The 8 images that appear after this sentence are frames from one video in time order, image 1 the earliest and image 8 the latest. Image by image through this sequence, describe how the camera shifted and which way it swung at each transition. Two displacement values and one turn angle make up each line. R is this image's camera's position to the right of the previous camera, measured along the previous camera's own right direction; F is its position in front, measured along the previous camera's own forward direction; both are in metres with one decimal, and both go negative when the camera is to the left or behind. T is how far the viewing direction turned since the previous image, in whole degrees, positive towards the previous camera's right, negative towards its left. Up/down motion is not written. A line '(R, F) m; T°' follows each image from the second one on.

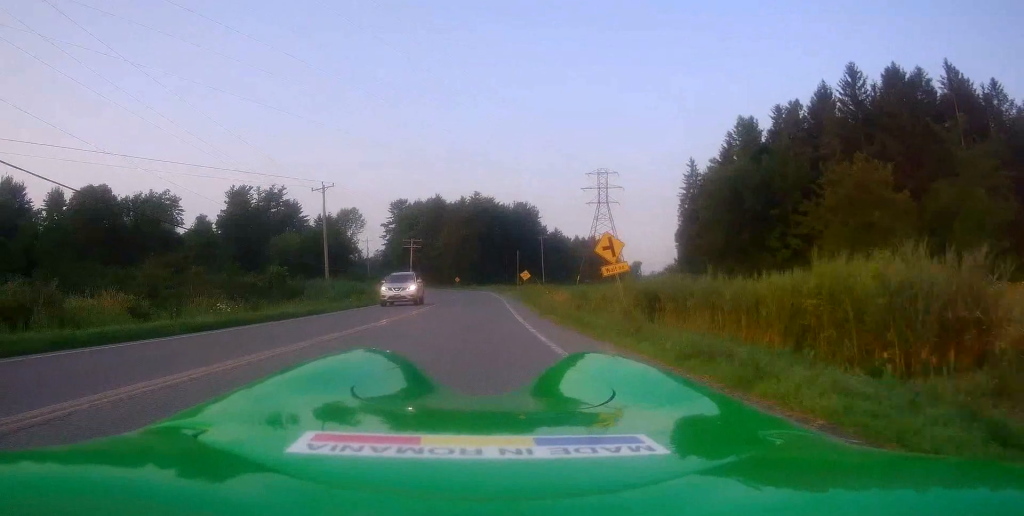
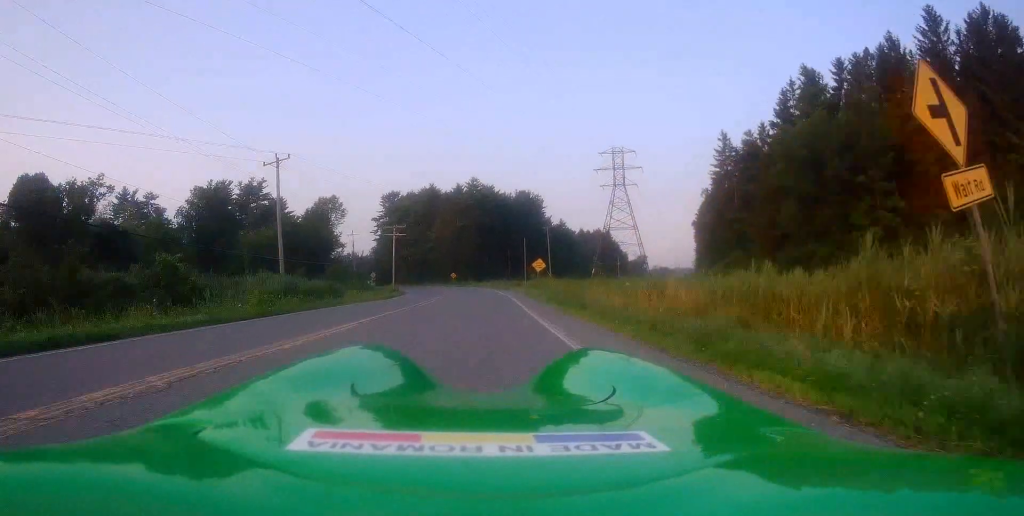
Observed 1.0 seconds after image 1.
(+0.3, +14.6) m; +2°
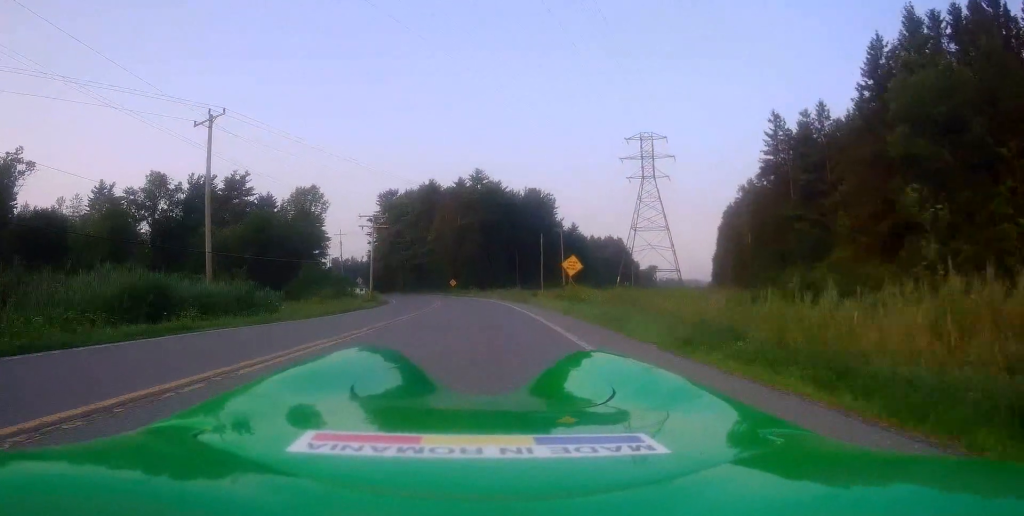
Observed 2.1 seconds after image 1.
(+0.1, +14.6) m; -1°
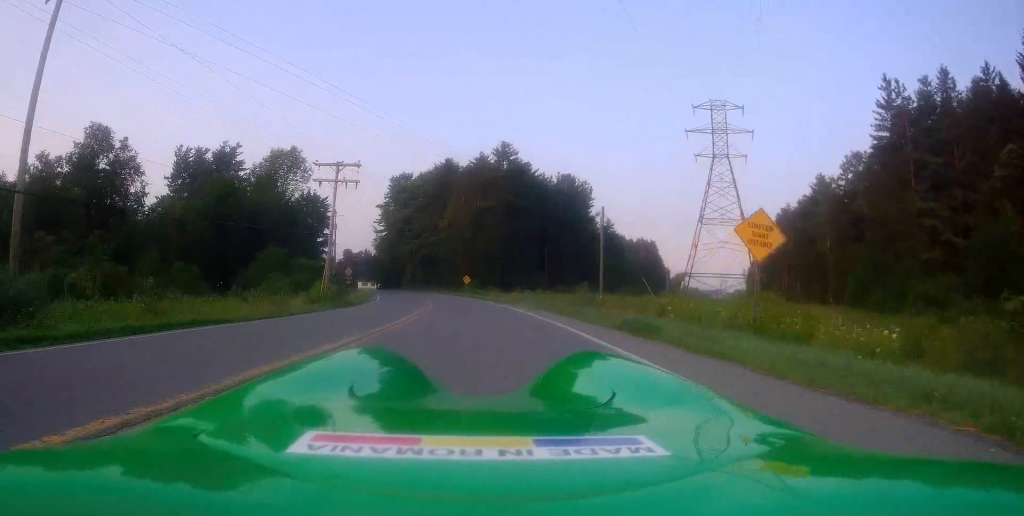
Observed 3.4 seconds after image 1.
(-0.6, +18.5) m; -3°
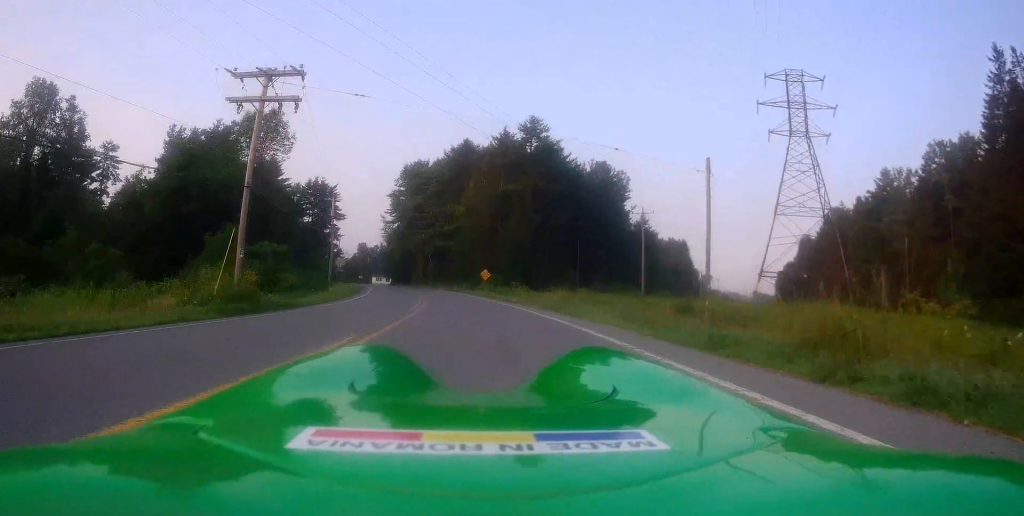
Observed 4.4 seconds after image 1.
(-0.2, +13.1) m; 0°
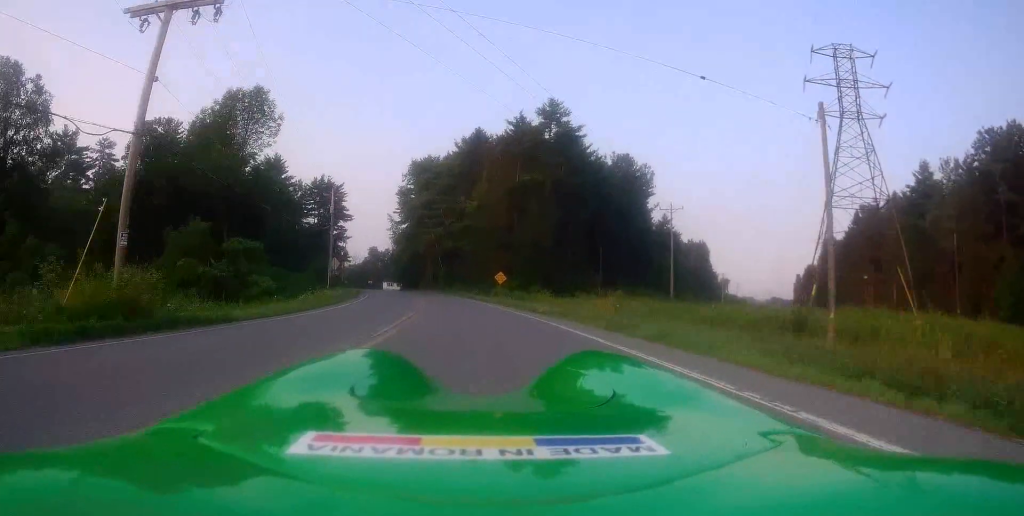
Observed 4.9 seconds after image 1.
(+0.3, +6.8) m; -1°
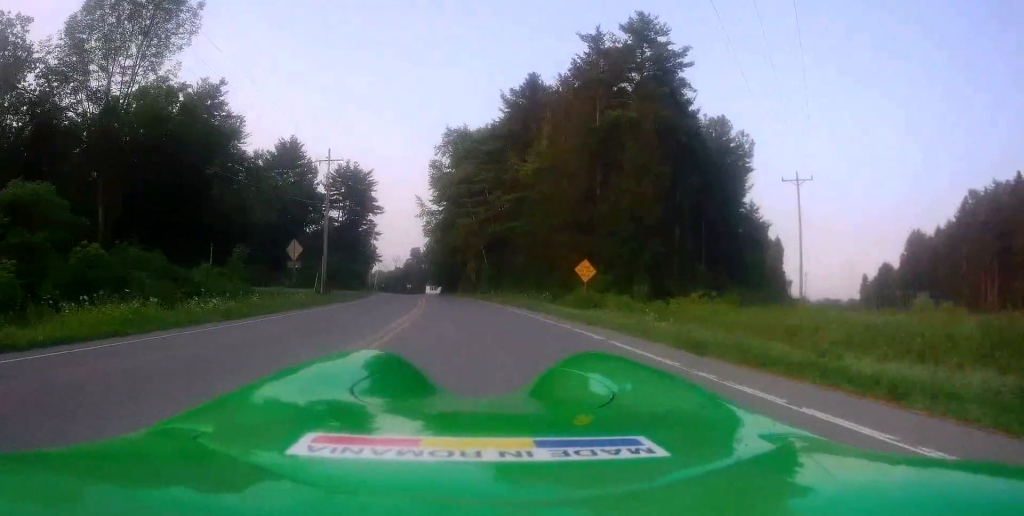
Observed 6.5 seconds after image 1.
(-1.3, +21.4) m; -6°
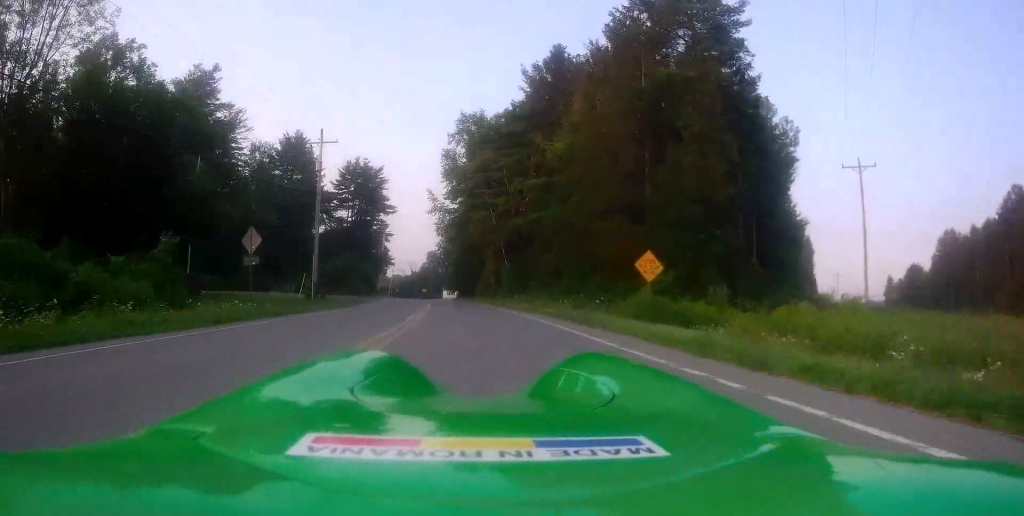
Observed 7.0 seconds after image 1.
(-0.1, +7.3) m; -1°
